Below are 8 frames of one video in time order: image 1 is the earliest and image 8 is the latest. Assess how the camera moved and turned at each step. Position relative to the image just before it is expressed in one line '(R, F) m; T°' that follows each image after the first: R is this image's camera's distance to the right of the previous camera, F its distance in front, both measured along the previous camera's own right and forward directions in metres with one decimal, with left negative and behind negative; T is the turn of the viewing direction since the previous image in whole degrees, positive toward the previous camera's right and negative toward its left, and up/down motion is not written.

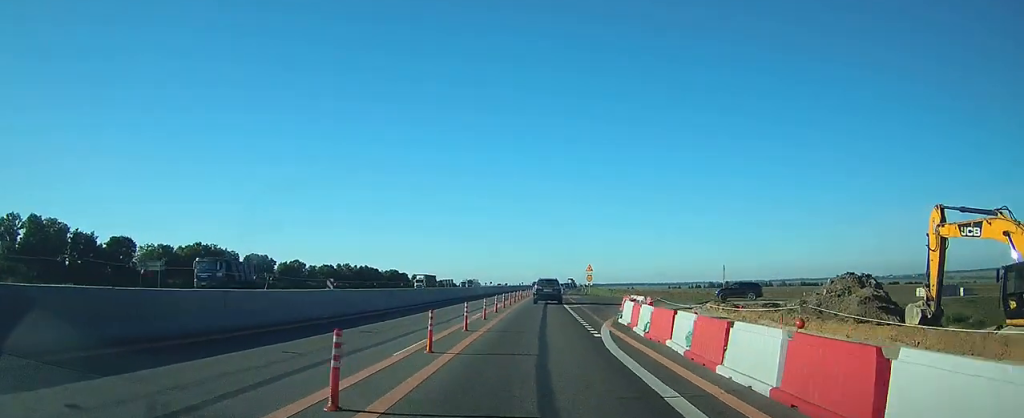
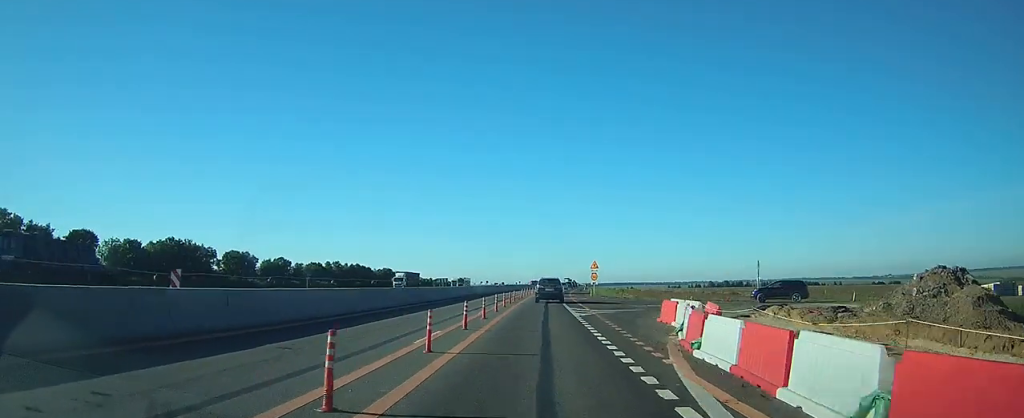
(0.0, +10.2) m; 0°
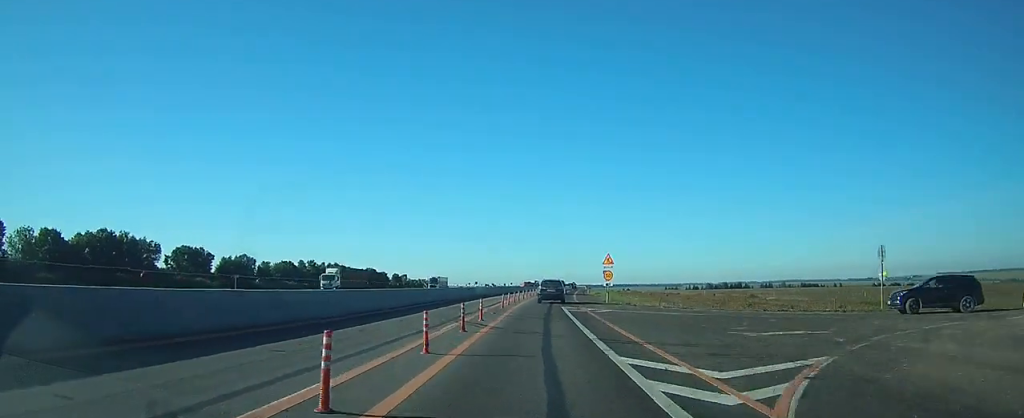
(0.0, +19.8) m; 0°
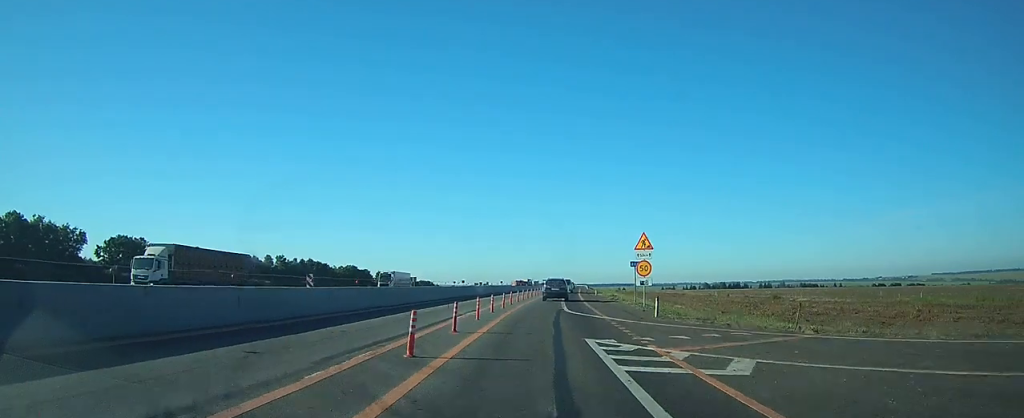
(+0.1, +20.5) m; +1°
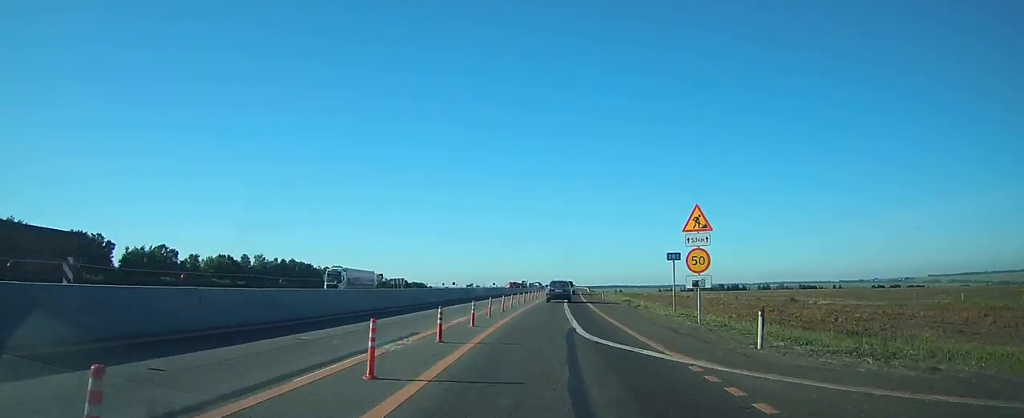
(0.0, +11.9) m; 0°
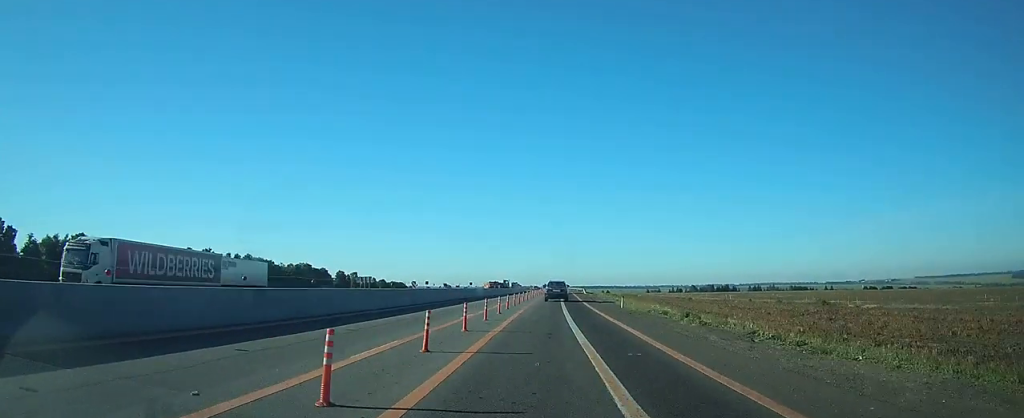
(+0.1, +21.3) m; +1°
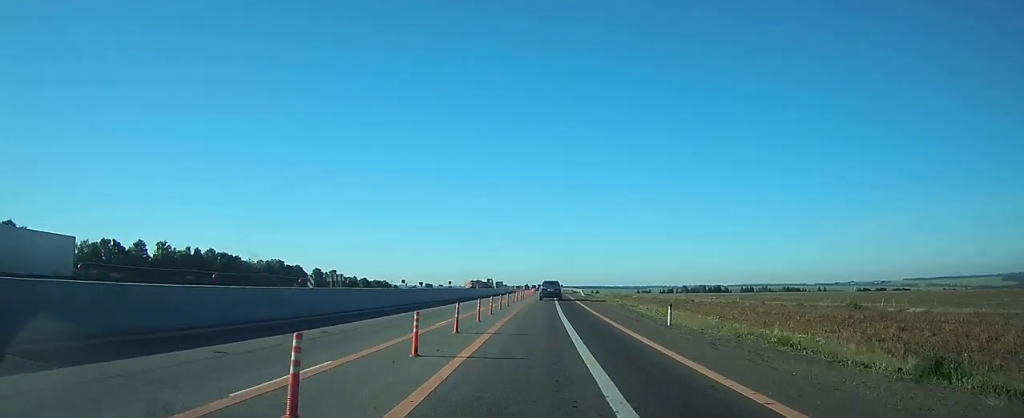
(+0.2, +15.4) m; +1°
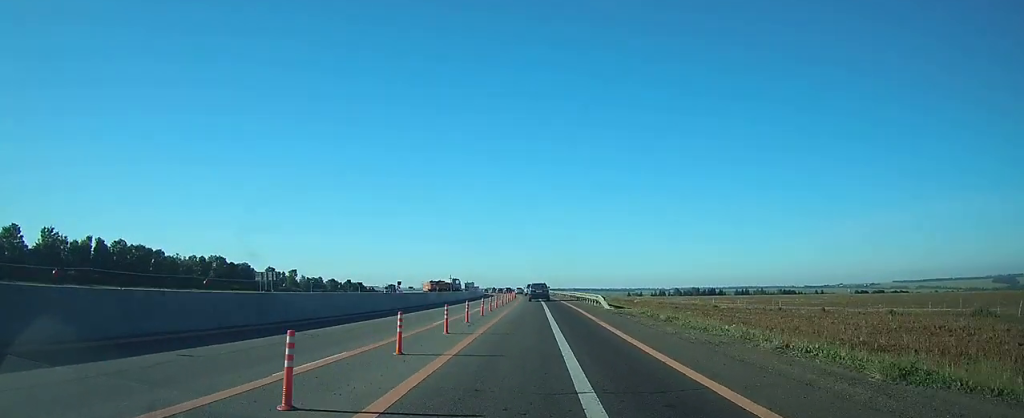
(+0.4, +33.9) m; +2°
